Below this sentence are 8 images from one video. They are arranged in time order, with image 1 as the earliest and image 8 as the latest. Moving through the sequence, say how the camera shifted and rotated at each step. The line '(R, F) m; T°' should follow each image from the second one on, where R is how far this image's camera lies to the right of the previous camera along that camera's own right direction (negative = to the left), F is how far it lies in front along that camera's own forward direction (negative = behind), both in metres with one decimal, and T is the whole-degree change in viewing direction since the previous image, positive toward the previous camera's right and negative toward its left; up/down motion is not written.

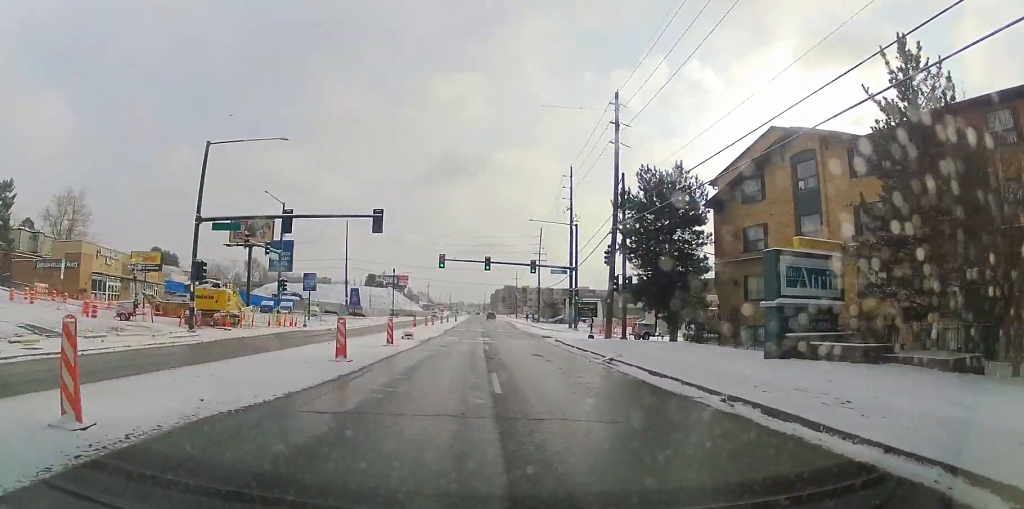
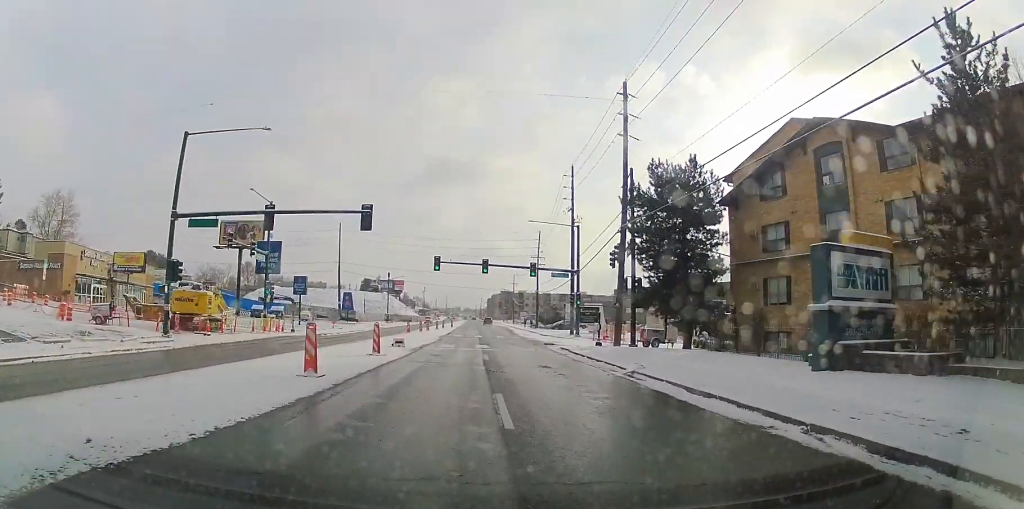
(-0.3, +3.8) m; -2°
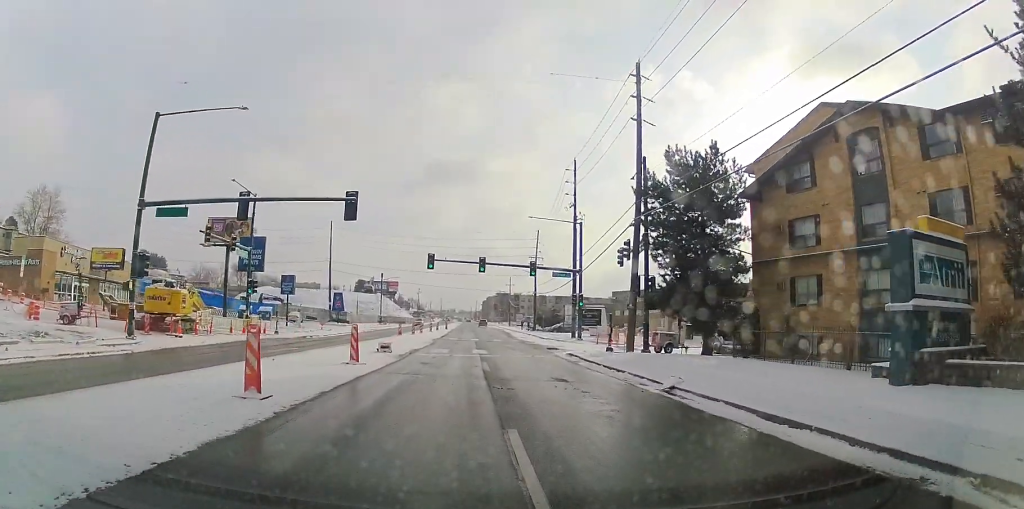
(0.0, +3.9) m; 0°
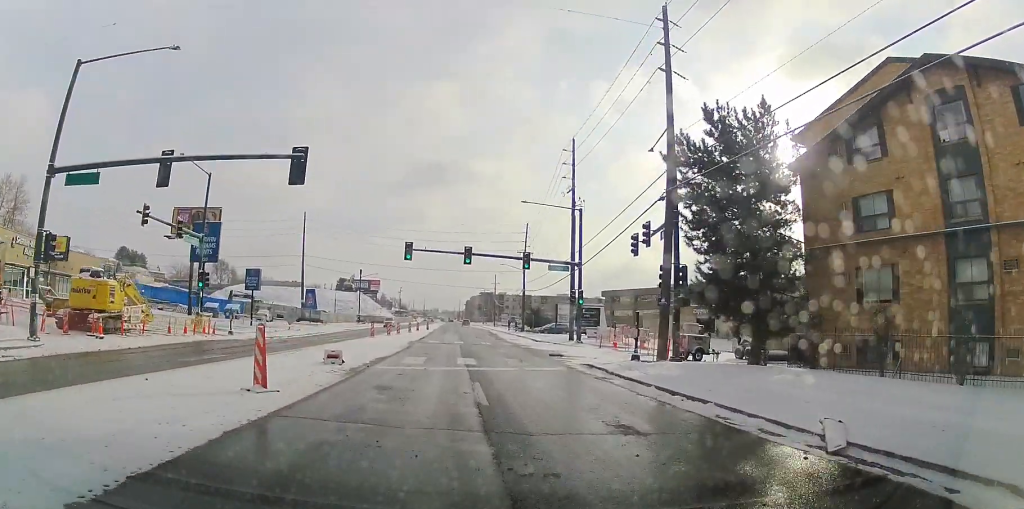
(+0.1, +6.7) m; +1°
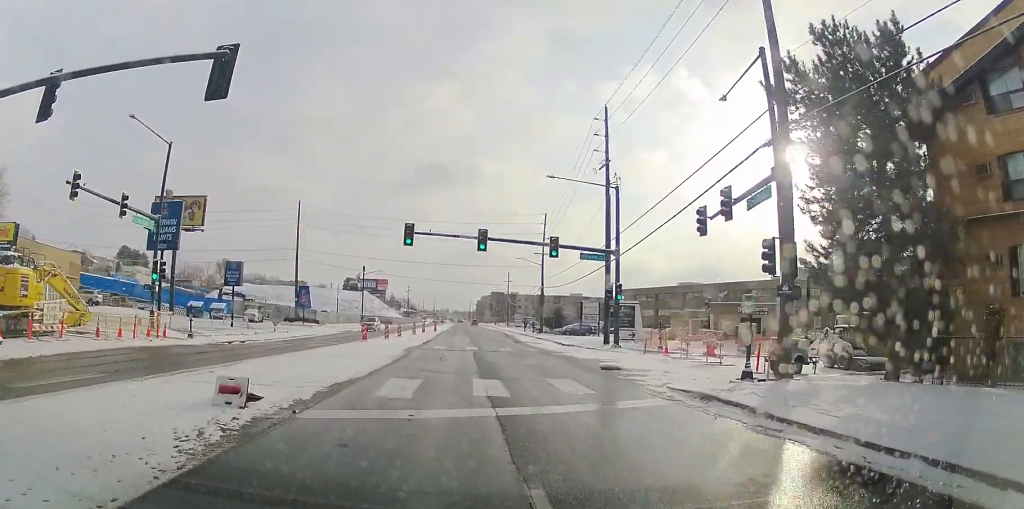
(0.0, +7.8) m; 0°
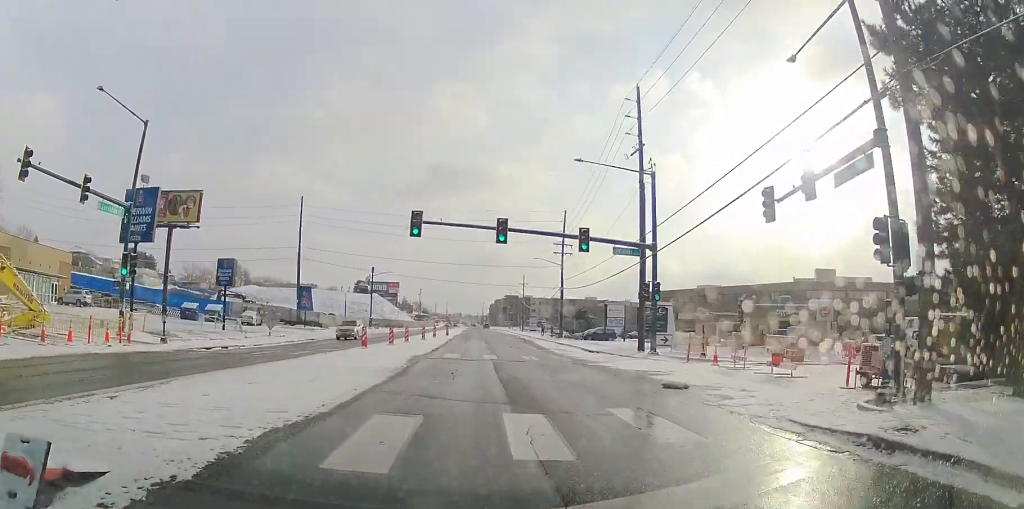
(0.0, +4.7) m; +1°
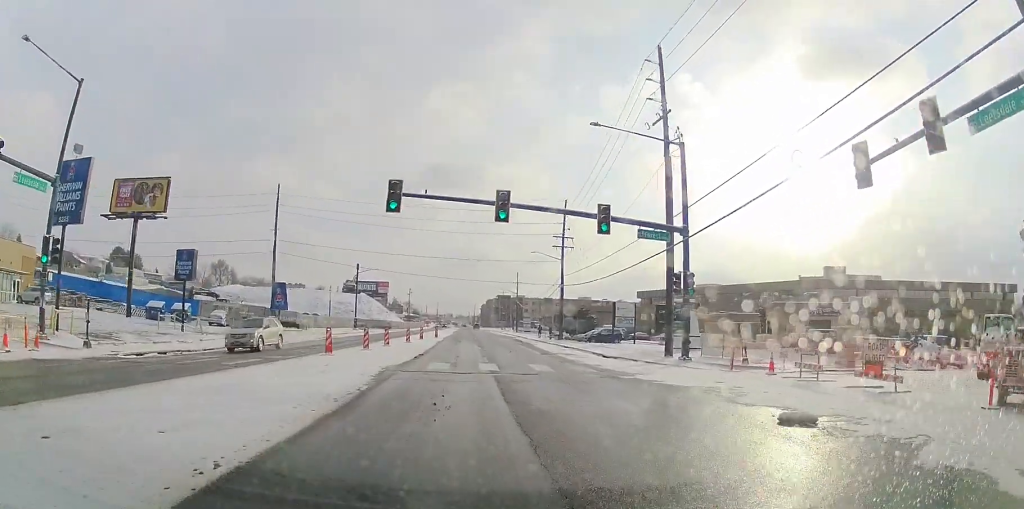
(0.0, +5.5) m; +2°
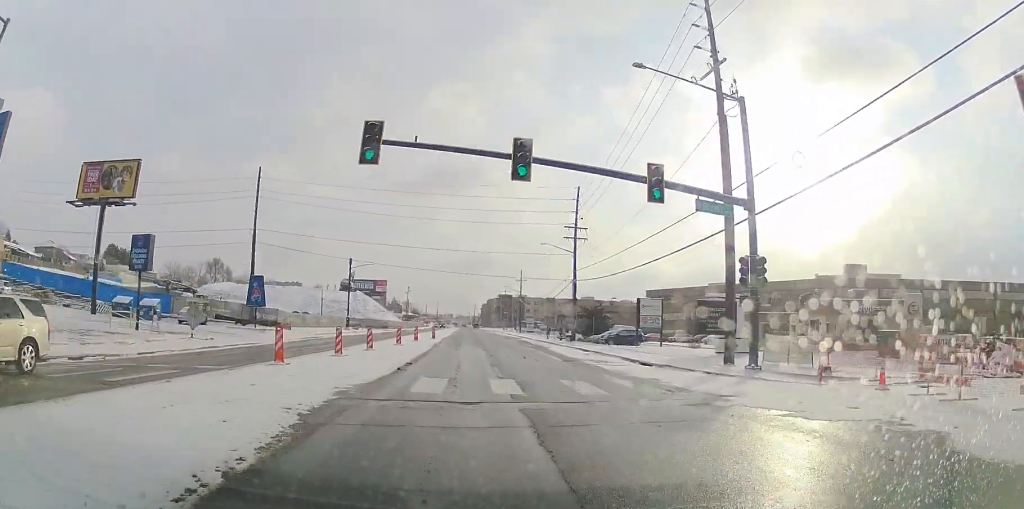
(+0.2, +5.7) m; -3°
